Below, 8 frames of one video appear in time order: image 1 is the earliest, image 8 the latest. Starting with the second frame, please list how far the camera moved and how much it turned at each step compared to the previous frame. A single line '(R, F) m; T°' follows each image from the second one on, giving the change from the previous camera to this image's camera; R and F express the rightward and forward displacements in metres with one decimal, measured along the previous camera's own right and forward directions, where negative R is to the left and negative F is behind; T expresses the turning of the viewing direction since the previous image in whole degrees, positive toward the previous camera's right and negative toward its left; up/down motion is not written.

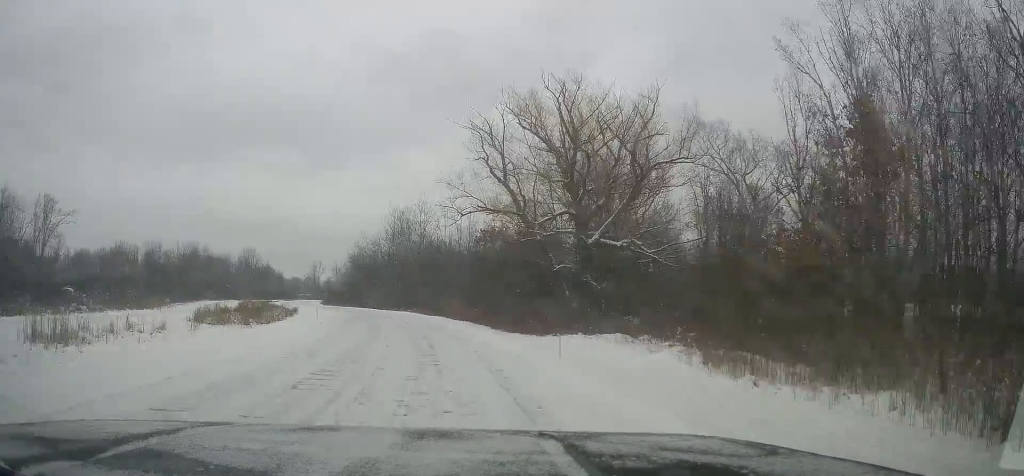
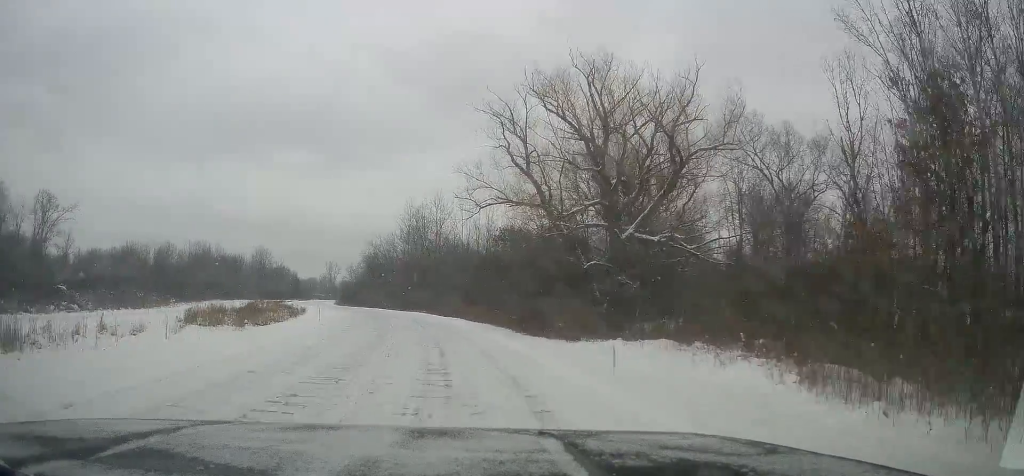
(+0.1, +4.0) m; 0°
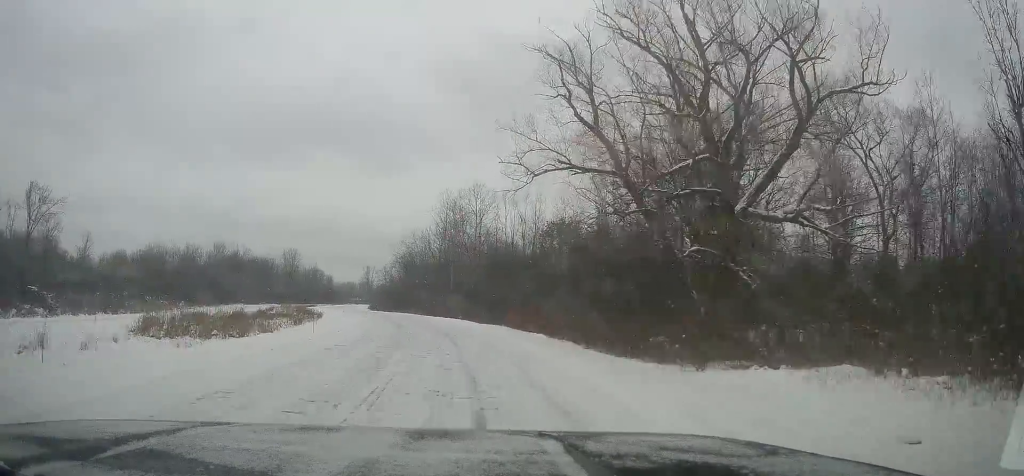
(-0.1, +10.1) m; -6°
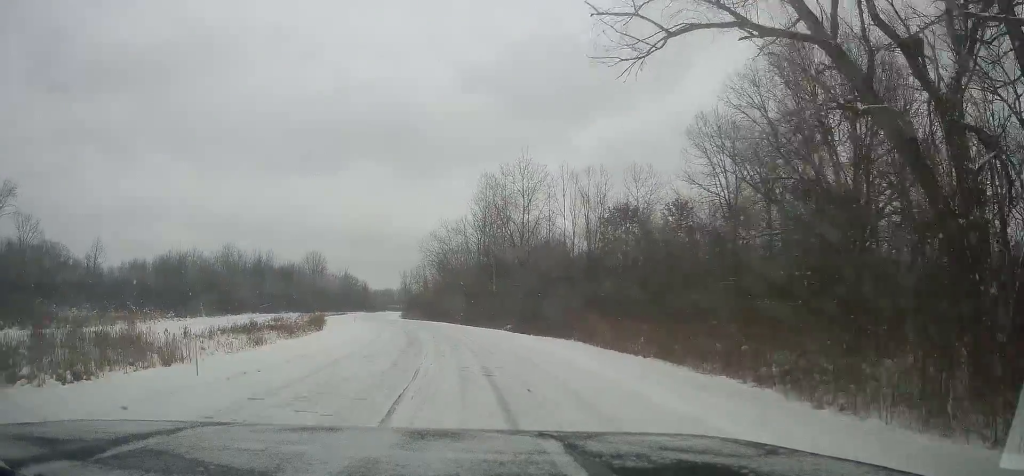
(-1.6, +14.8) m; -8°
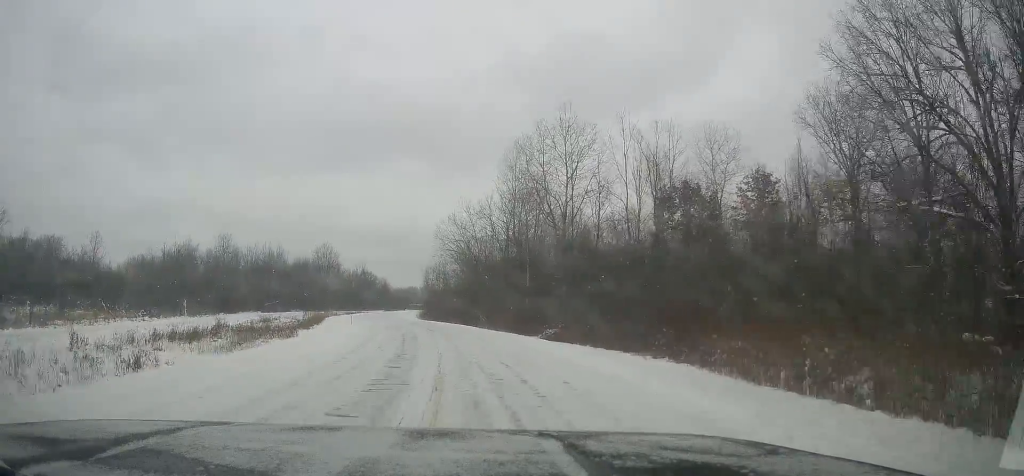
(-0.2, +12.7) m; -2°
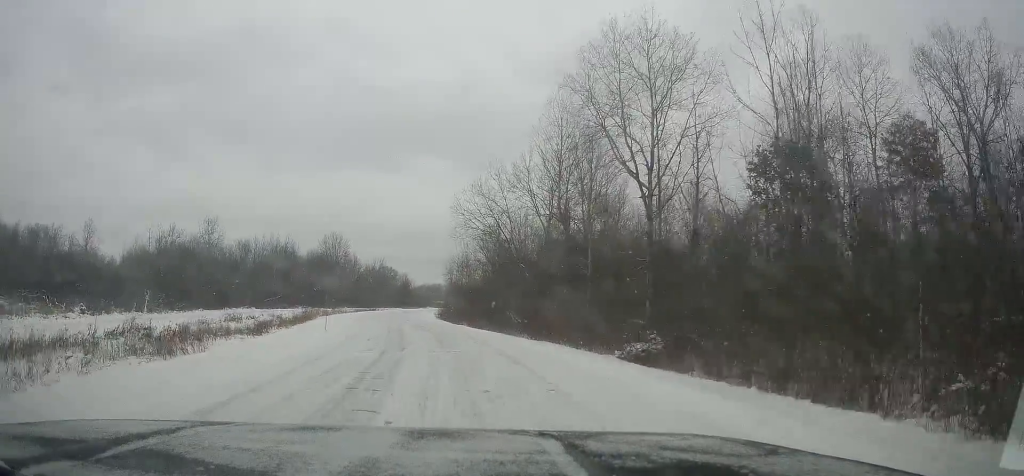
(-0.6, +16.1) m; -2°
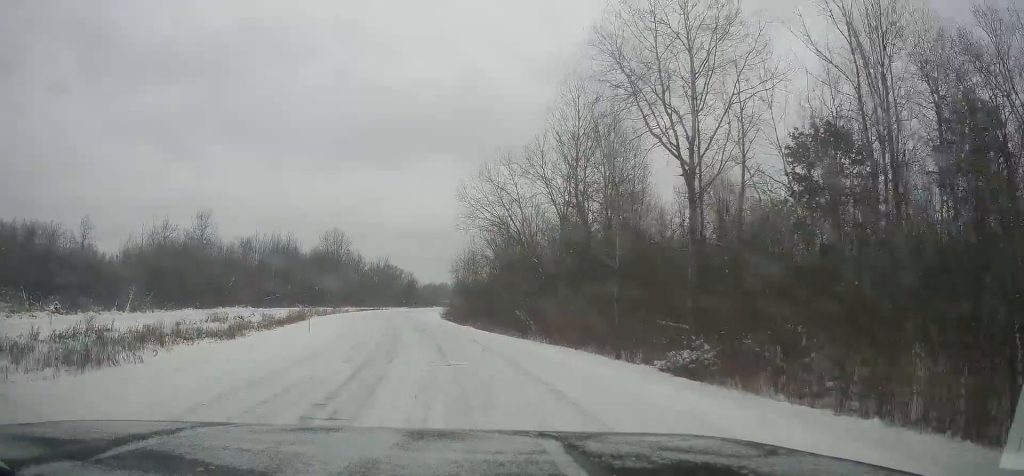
(+0.1, +4.7) m; +1°
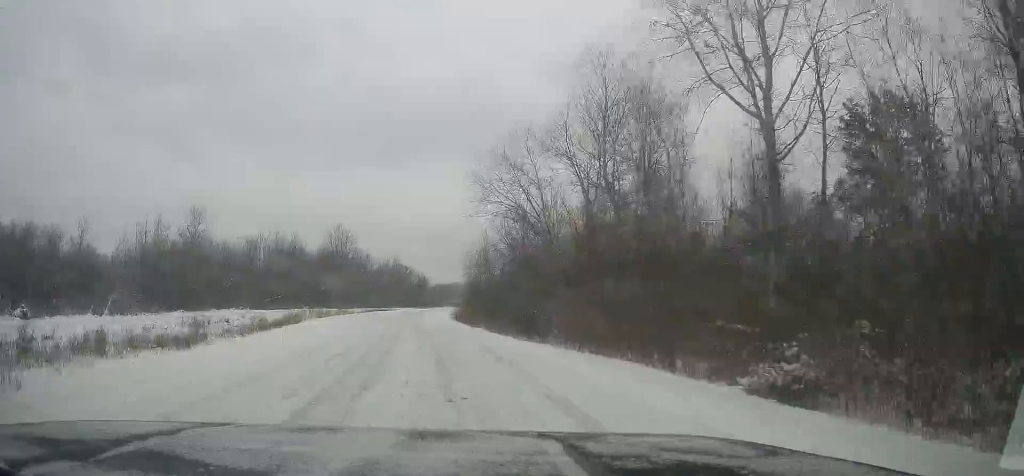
(0.0, +5.8) m; 0°
